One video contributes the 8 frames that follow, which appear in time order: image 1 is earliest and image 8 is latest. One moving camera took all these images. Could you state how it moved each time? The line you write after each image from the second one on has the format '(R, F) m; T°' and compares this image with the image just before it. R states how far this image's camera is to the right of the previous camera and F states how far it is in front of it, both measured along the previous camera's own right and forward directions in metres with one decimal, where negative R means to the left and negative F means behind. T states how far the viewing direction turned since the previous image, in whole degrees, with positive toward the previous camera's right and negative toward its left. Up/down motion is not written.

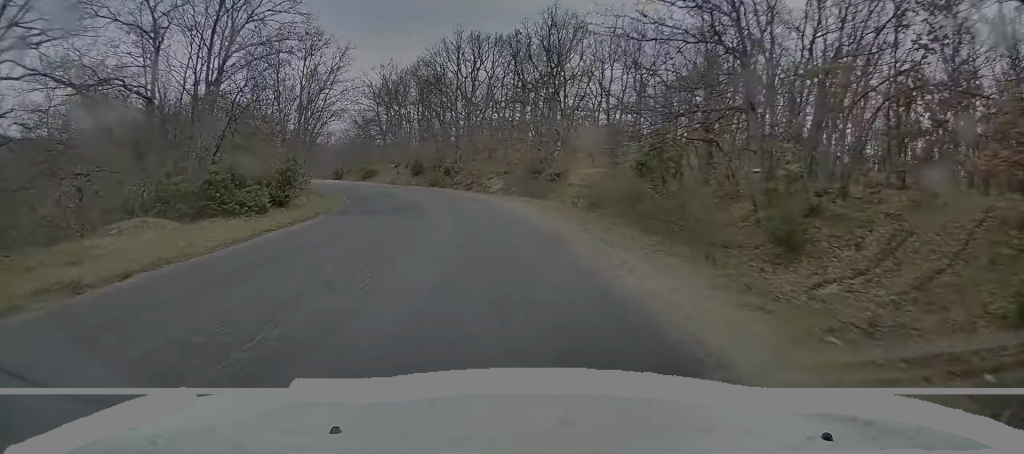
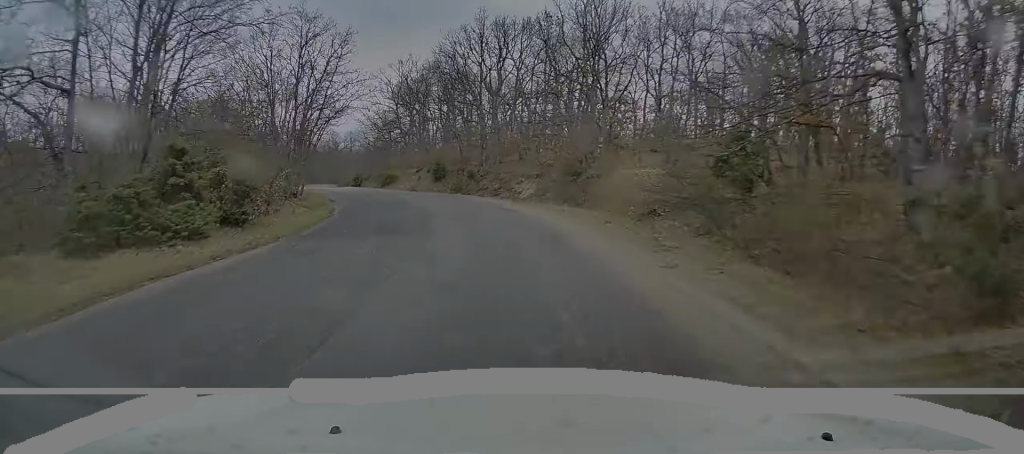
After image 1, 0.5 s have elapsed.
(-0.4, +5.8) m; -4°
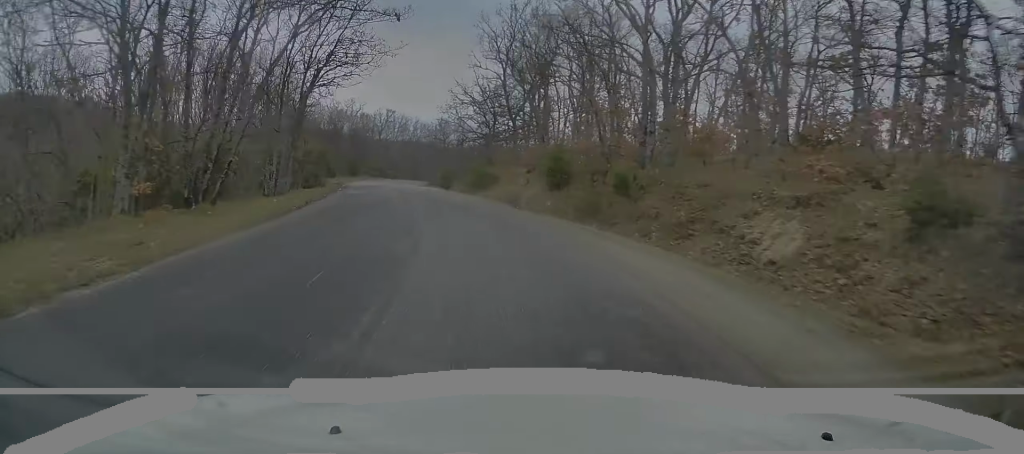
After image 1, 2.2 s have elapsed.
(-2.6, +22.2) m; -12°
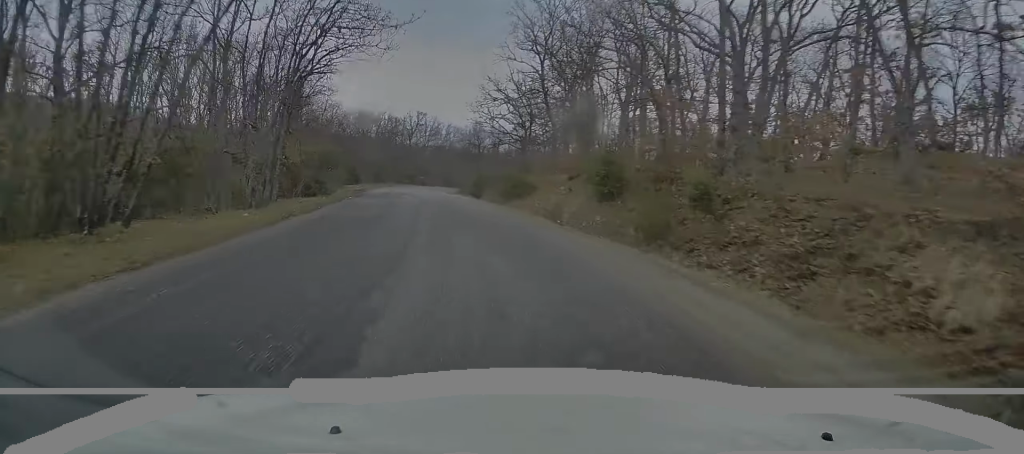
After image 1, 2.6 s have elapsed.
(-0.1, +5.1) m; -2°
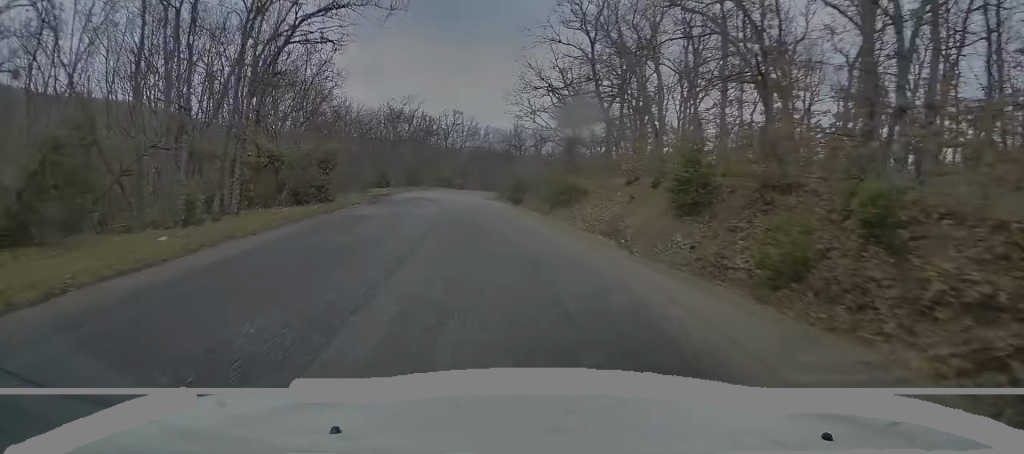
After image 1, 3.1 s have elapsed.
(0.0, +6.2) m; -3°
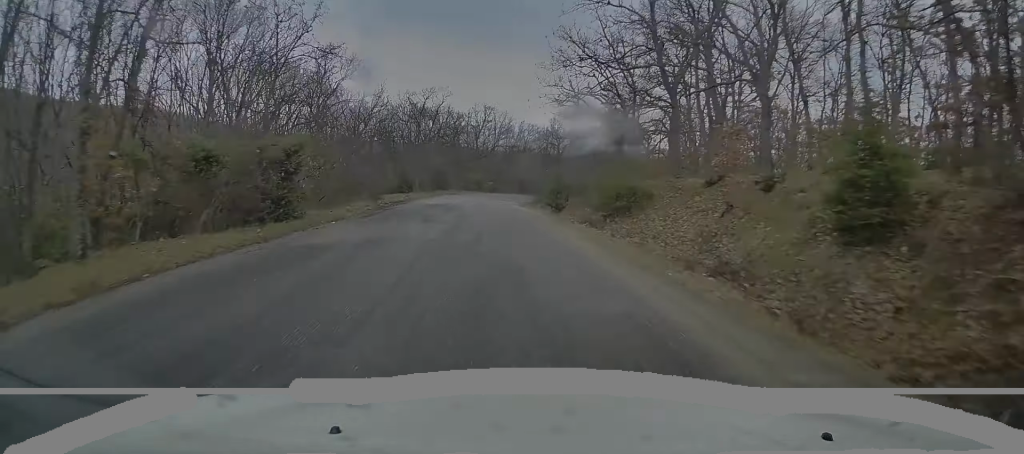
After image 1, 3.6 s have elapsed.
(-0.4, +7.3) m; -2°
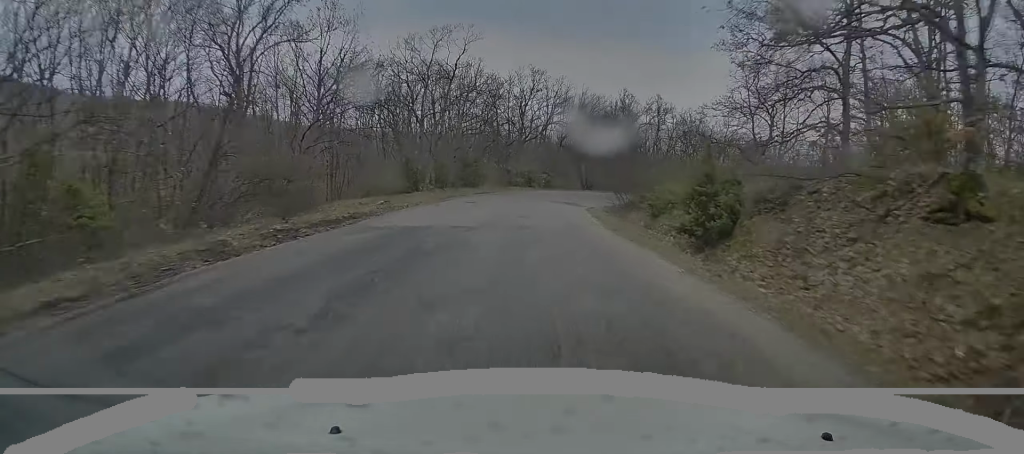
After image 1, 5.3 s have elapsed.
(-0.7, +20.9) m; -3°
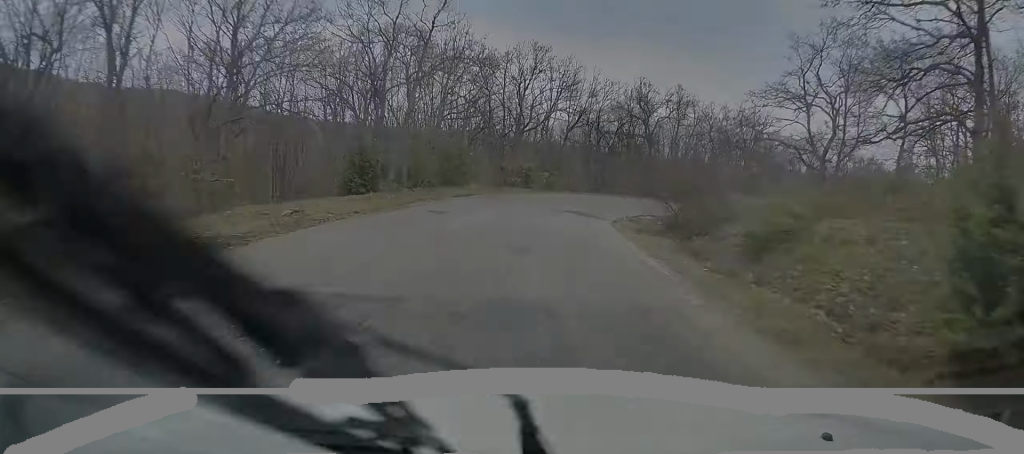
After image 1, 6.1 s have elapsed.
(-0.2, +10.0) m; -1°
